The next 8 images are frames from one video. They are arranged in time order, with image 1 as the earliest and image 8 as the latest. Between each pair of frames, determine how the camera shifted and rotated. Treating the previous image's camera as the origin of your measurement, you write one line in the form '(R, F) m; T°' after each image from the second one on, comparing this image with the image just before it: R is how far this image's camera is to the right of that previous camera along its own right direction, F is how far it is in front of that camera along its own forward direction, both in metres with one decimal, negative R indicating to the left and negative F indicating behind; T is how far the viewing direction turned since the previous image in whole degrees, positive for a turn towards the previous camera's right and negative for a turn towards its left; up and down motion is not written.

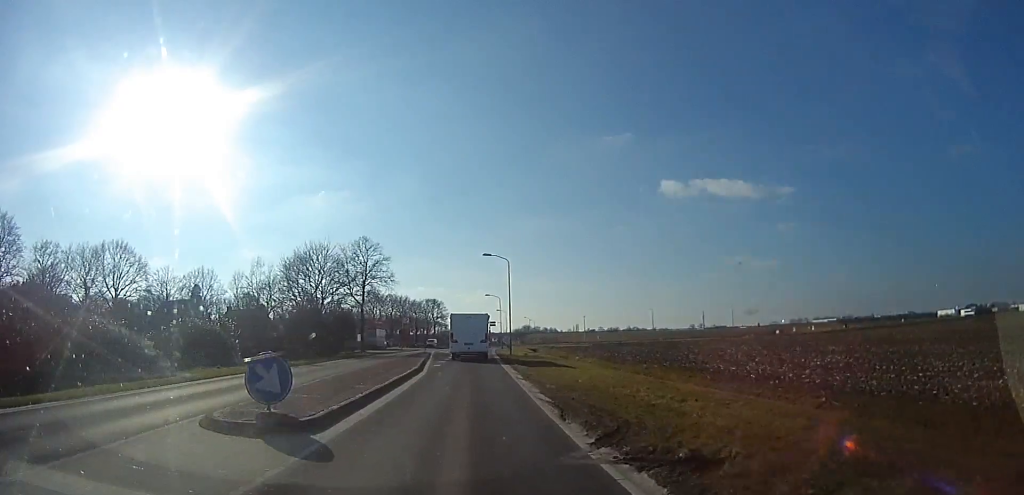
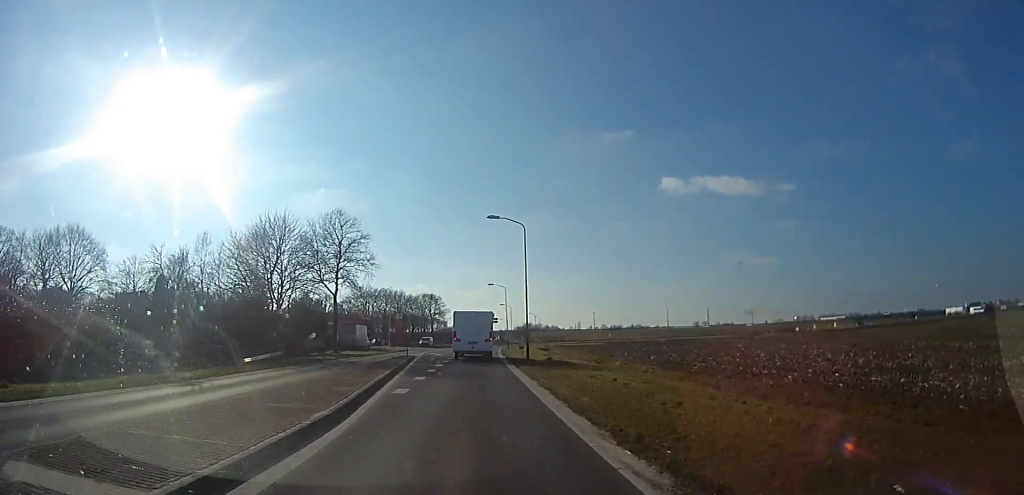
(-0.8, +12.7) m; 0°
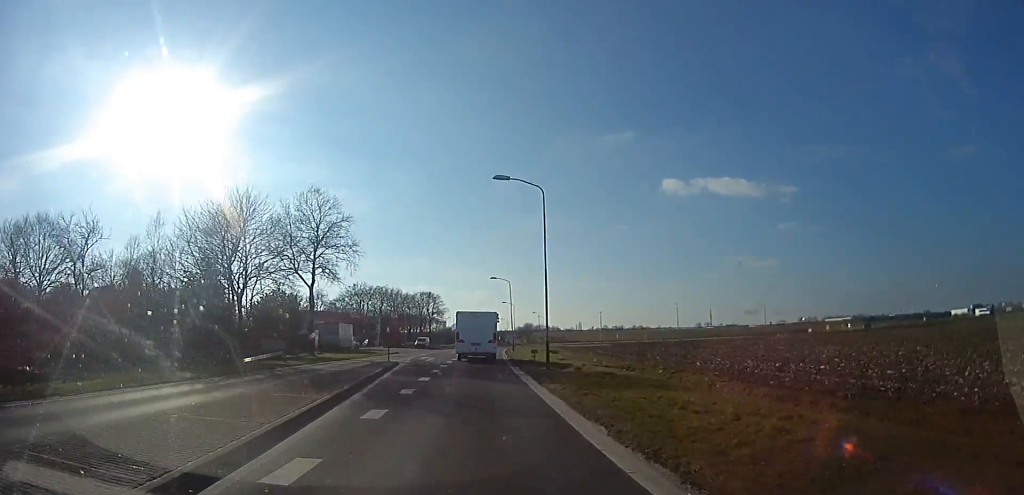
(+0.7, +7.5) m; 0°
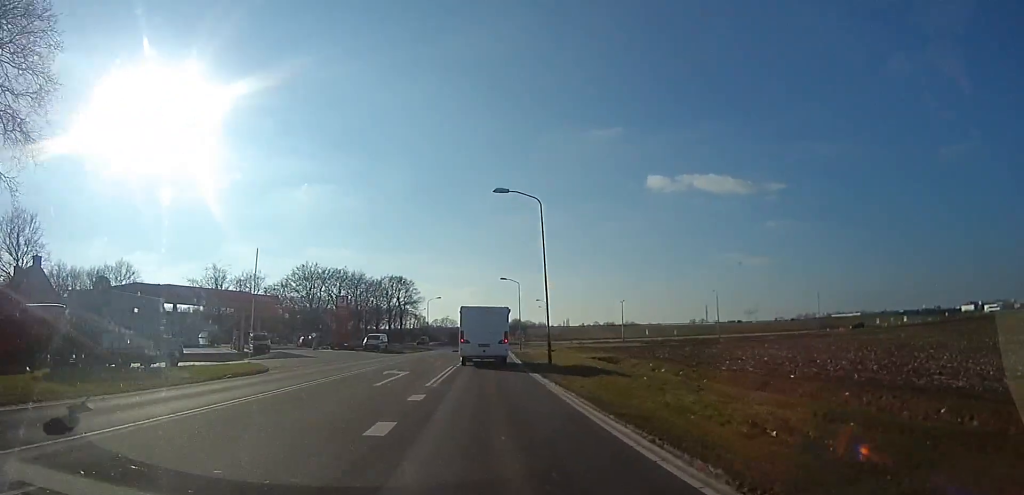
(+0.7, +33.3) m; +6°
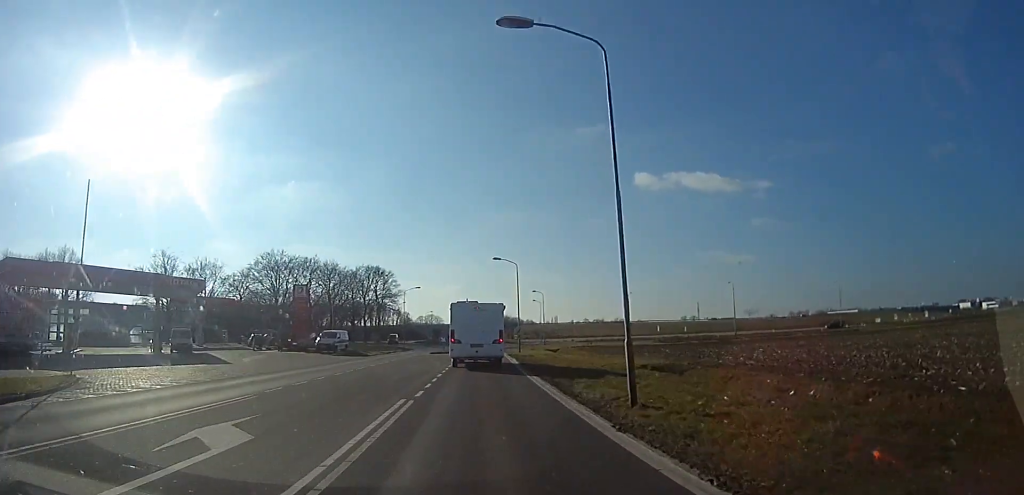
(0.0, +13.6) m; 0°
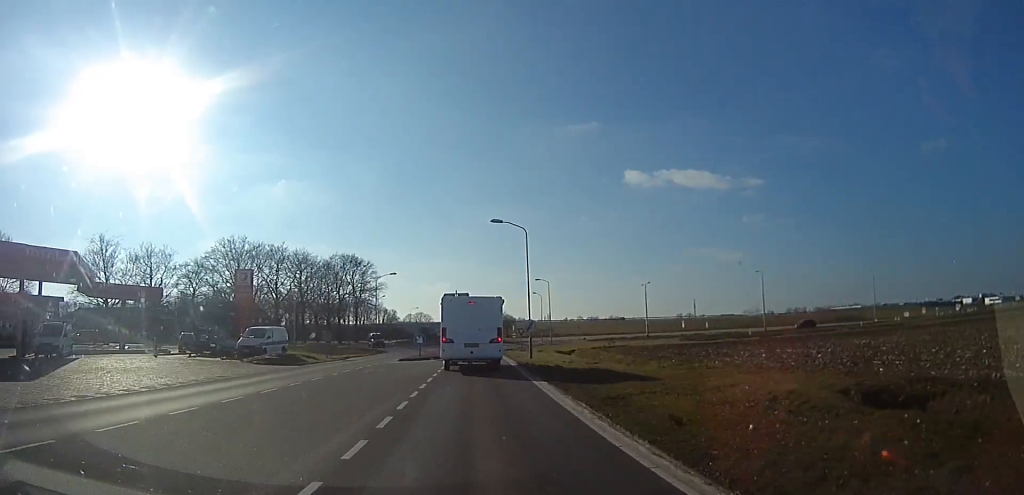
(0.0, +14.6) m; 0°
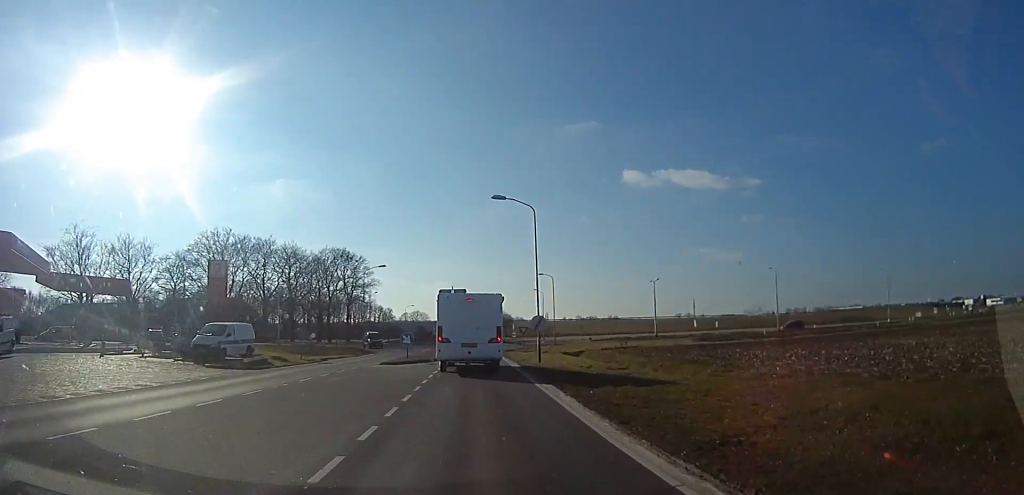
(0.0, +5.4) m; 0°
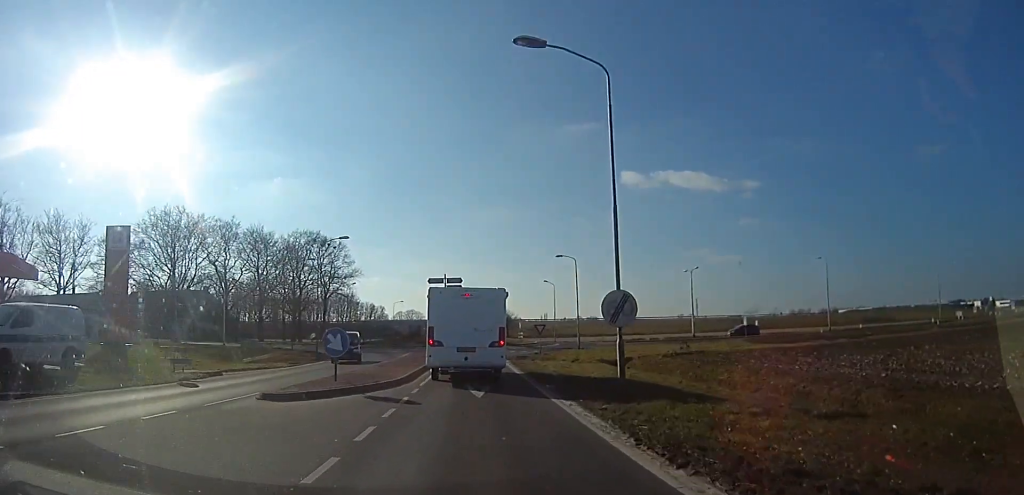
(0.0, +15.2) m; -2°
